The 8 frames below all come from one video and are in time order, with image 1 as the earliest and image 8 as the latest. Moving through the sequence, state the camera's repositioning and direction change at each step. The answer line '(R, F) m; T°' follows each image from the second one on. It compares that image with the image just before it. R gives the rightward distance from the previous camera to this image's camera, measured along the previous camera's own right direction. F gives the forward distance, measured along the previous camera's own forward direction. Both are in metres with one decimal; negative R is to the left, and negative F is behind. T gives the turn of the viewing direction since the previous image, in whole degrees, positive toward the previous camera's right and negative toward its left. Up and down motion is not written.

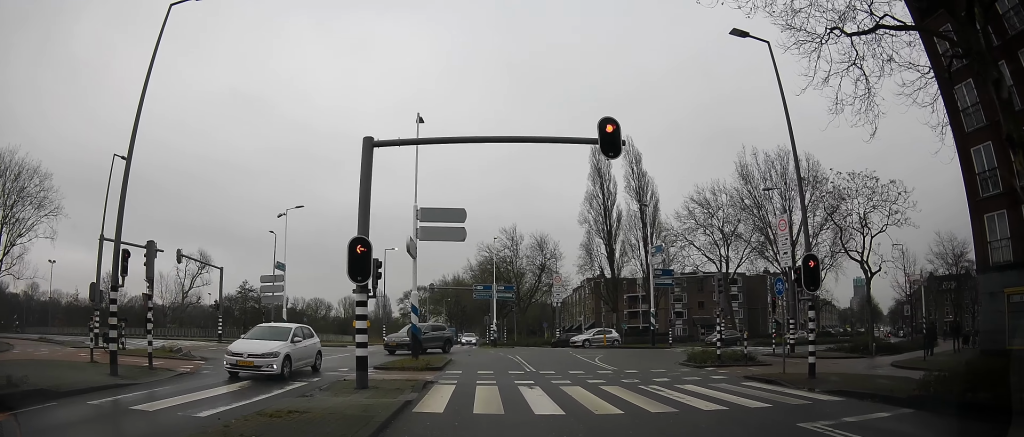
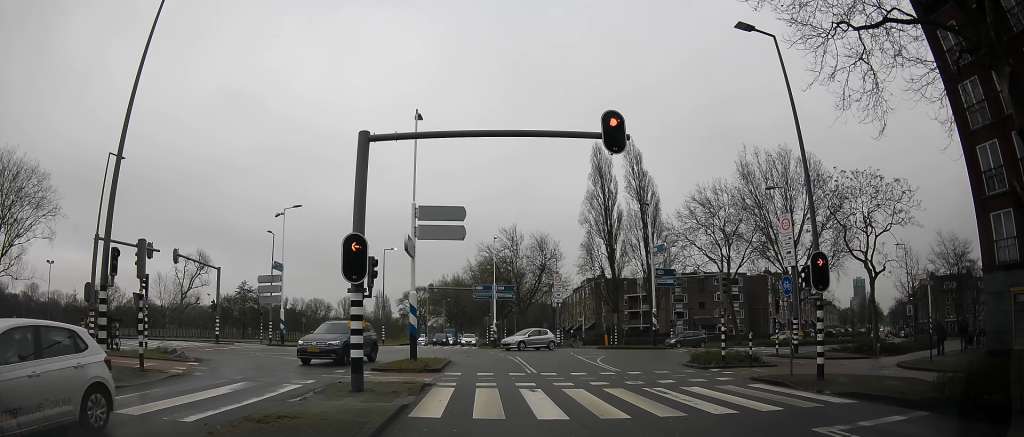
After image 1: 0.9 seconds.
(-0.6, +0.7) m; 0°
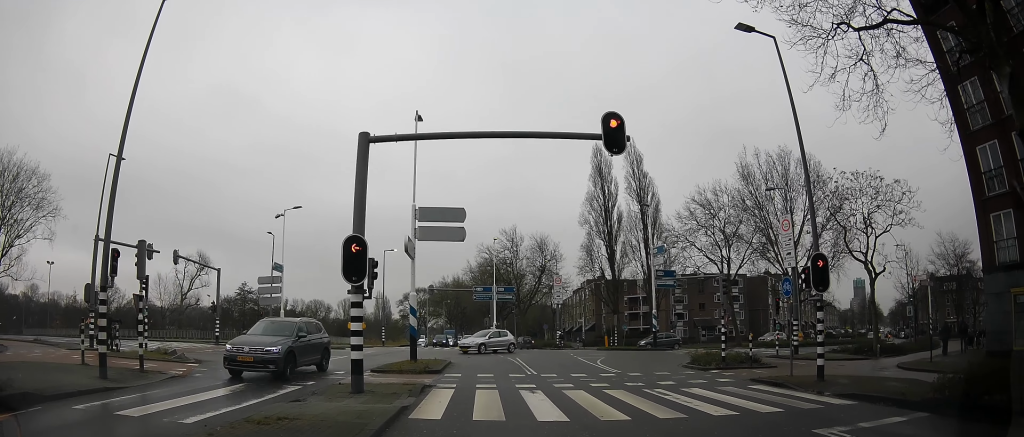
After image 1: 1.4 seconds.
(-0.4, +0.1) m; 0°
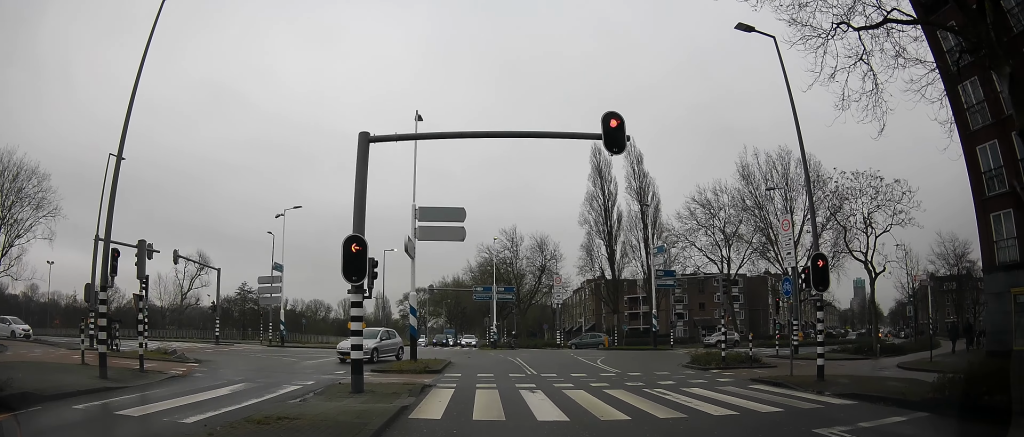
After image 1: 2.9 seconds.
(0.0, 0.0) m; 0°
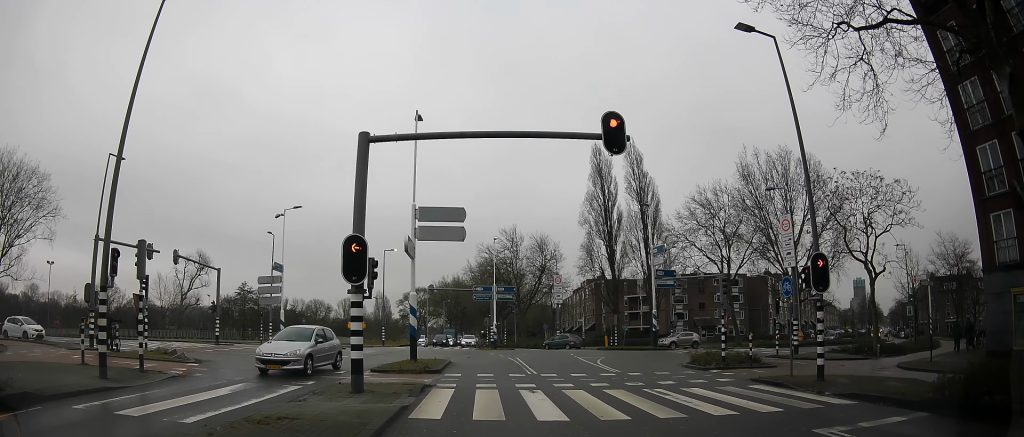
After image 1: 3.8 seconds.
(0.0, 0.0) m; 0°
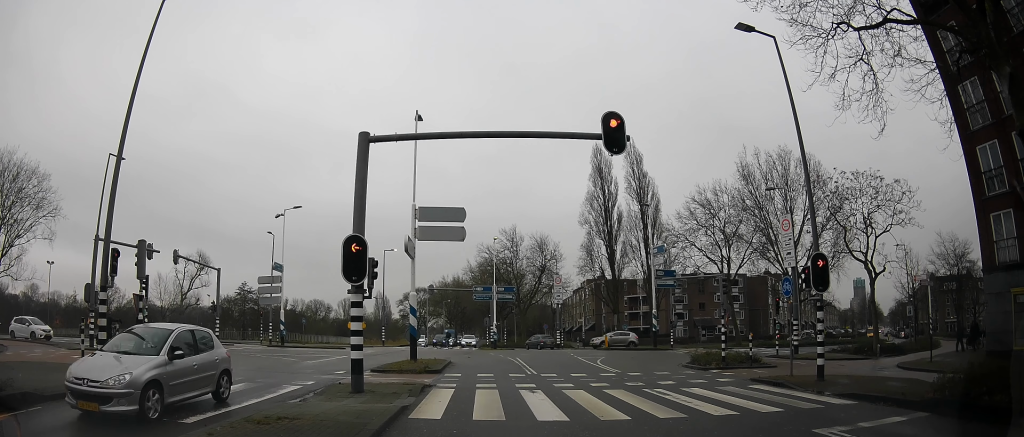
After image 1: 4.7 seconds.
(0.0, 0.0) m; 0°
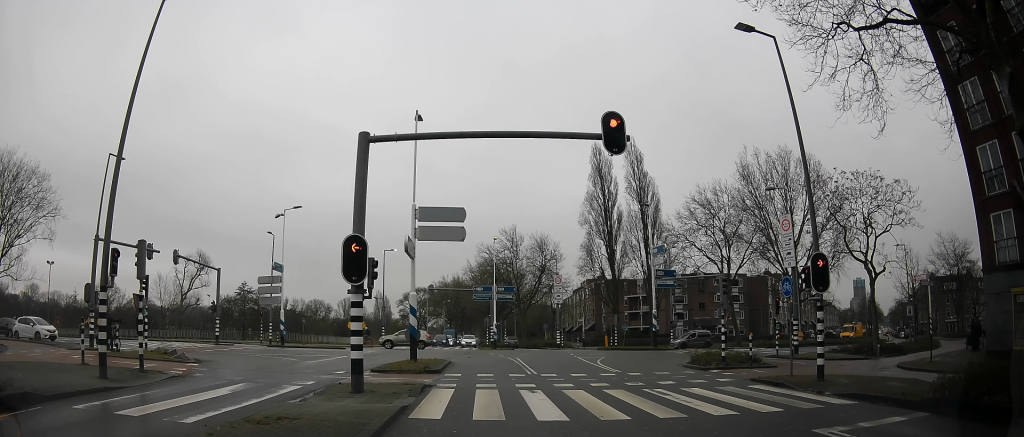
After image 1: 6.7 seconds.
(0.0, 0.0) m; 0°
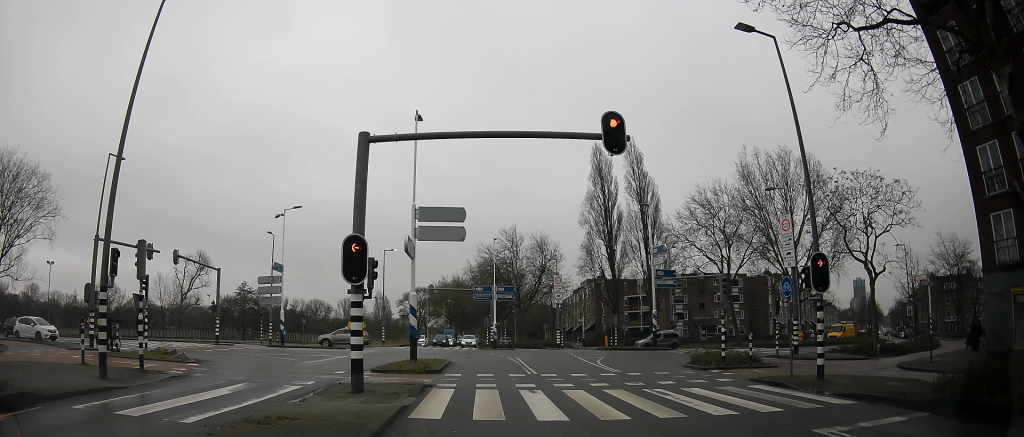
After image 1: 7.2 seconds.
(0.0, 0.0) m; 0°
